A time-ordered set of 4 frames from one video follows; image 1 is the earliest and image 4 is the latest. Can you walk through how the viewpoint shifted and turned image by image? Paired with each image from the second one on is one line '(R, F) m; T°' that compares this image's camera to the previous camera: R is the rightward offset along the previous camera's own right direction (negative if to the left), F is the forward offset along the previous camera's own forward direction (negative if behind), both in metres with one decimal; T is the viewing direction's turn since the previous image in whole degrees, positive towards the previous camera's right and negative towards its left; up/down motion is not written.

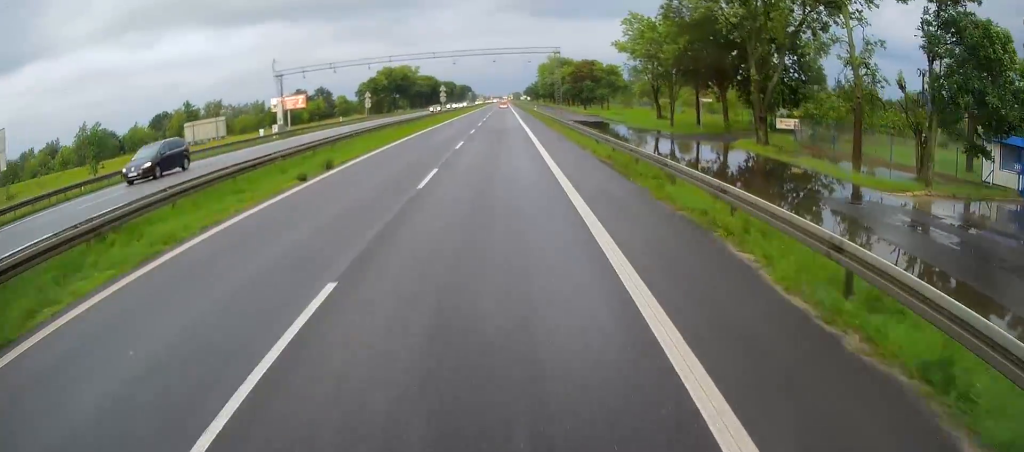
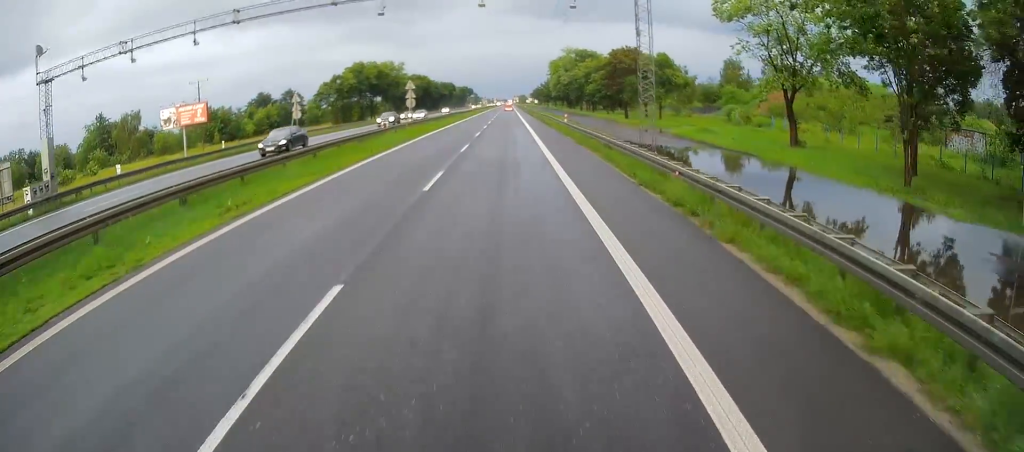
(+0.3, +33.6) m; 0°
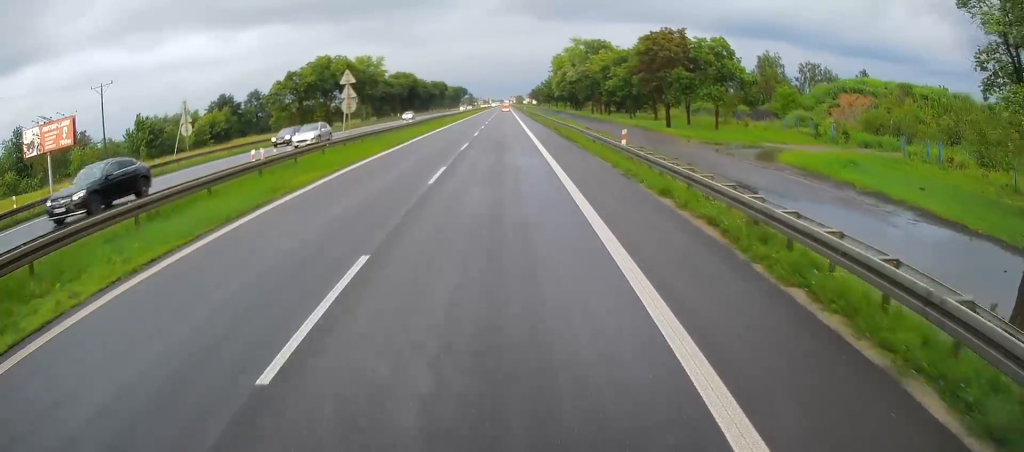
(+0.2, +20.9) m; 0°
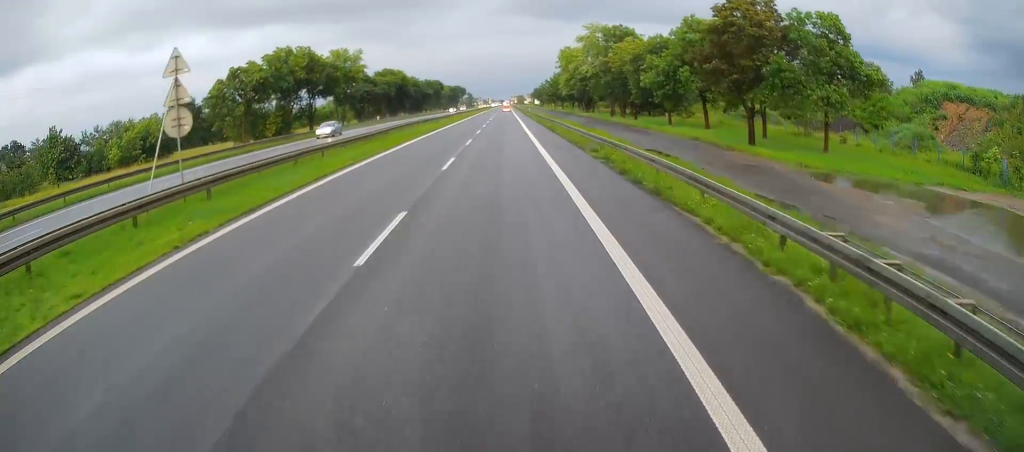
(-0.3, +18.9) m; -1°
